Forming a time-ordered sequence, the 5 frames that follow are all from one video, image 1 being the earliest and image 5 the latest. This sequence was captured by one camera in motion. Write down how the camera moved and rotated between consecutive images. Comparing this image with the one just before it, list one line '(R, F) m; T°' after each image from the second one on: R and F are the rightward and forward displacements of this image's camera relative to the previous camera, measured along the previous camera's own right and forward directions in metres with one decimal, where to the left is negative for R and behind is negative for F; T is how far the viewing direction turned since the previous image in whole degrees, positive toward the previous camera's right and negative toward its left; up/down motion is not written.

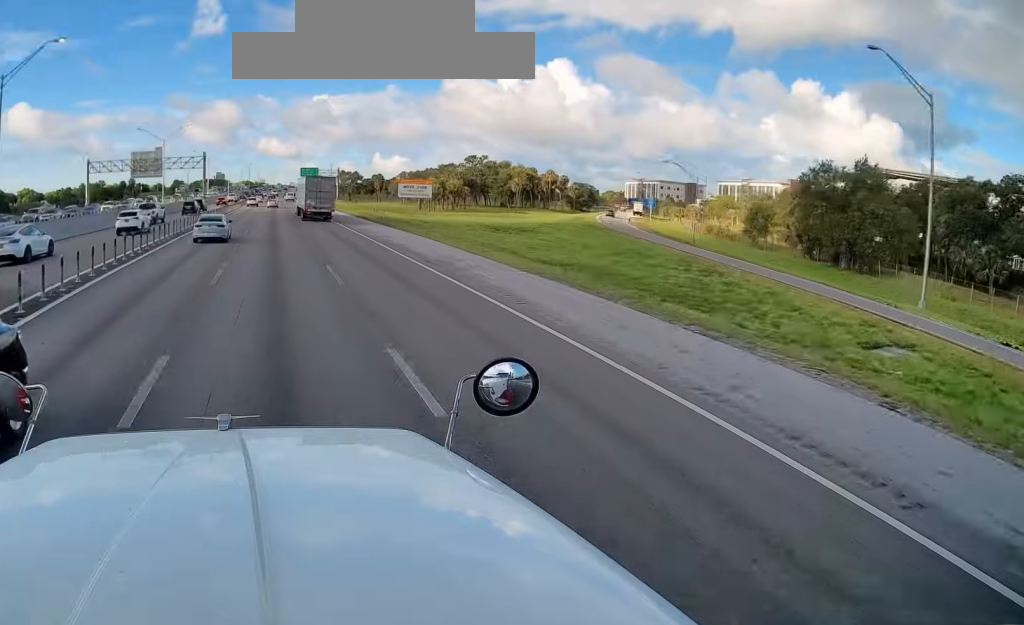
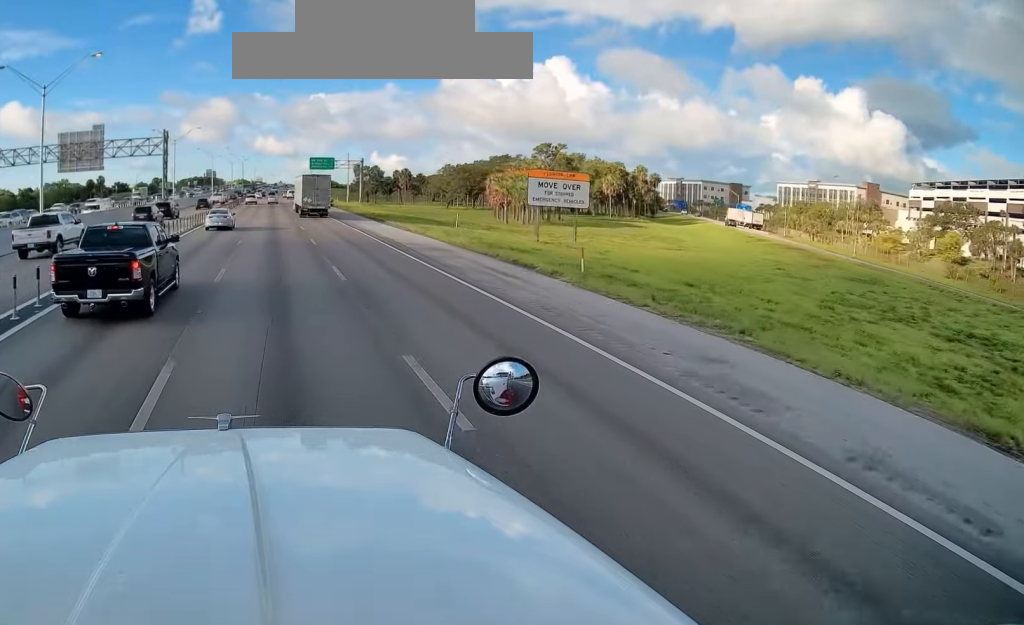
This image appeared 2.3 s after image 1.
(+0.6, +56.1) m; +1°
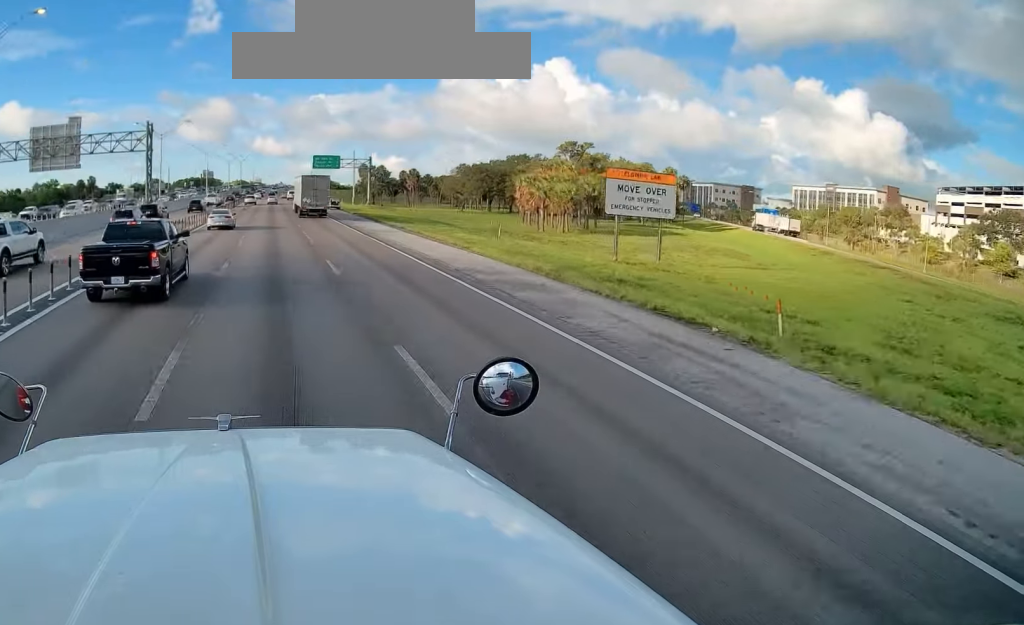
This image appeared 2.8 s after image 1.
(0.0, +12.1) m; 0°
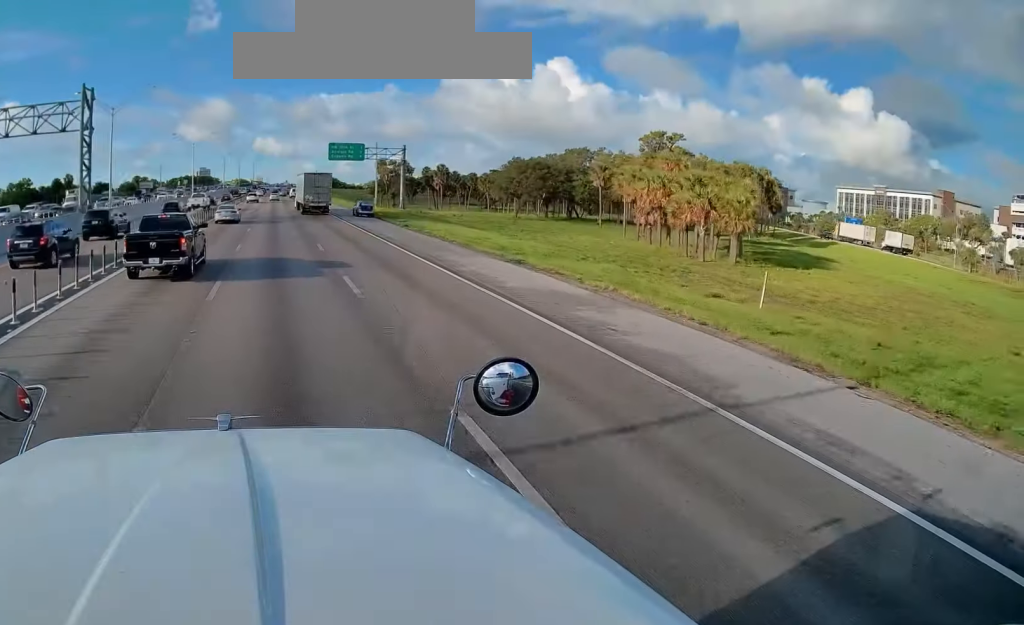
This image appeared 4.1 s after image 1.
(0.0, +31.0) m; 0°
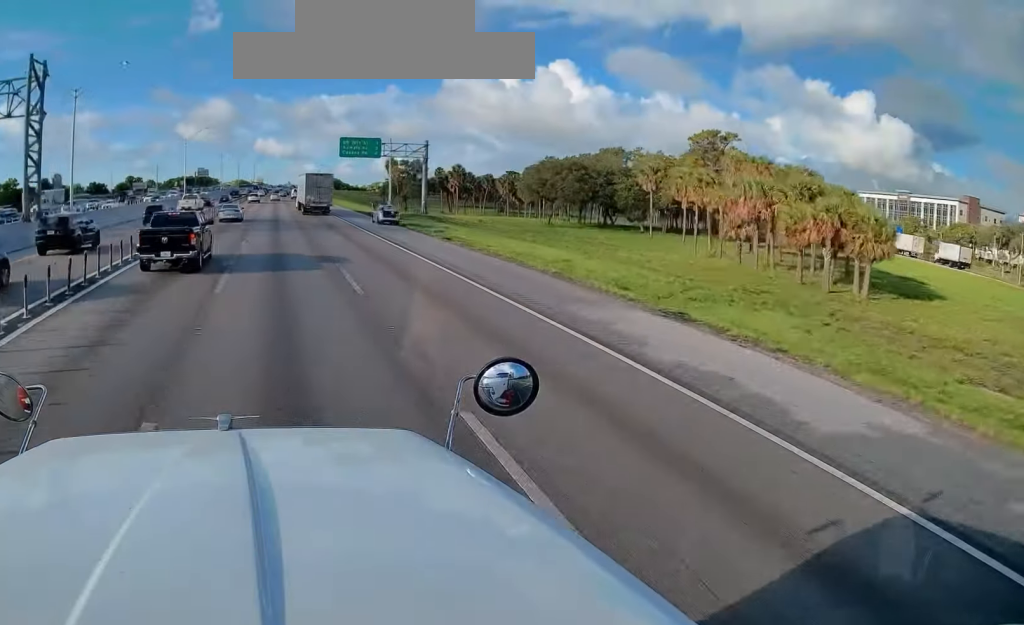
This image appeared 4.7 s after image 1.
(0.0, +13.9) m; 0°
